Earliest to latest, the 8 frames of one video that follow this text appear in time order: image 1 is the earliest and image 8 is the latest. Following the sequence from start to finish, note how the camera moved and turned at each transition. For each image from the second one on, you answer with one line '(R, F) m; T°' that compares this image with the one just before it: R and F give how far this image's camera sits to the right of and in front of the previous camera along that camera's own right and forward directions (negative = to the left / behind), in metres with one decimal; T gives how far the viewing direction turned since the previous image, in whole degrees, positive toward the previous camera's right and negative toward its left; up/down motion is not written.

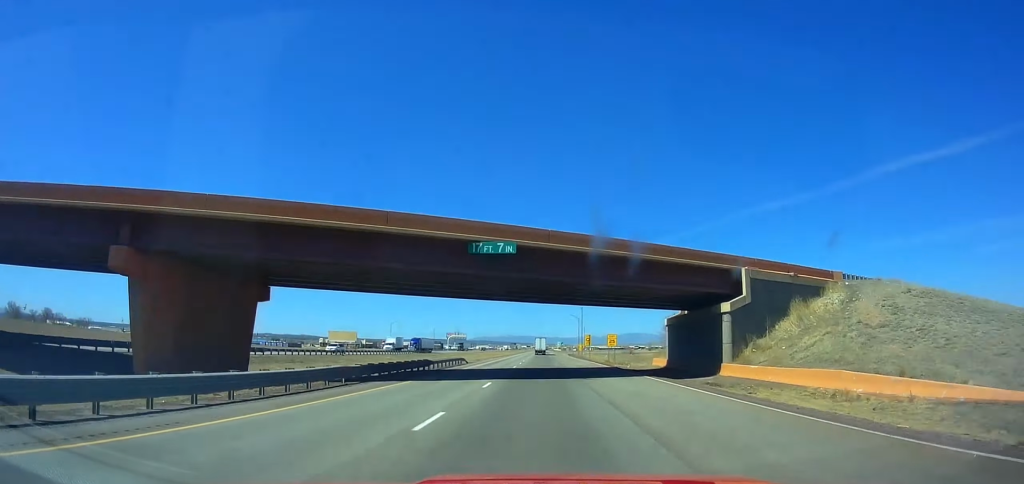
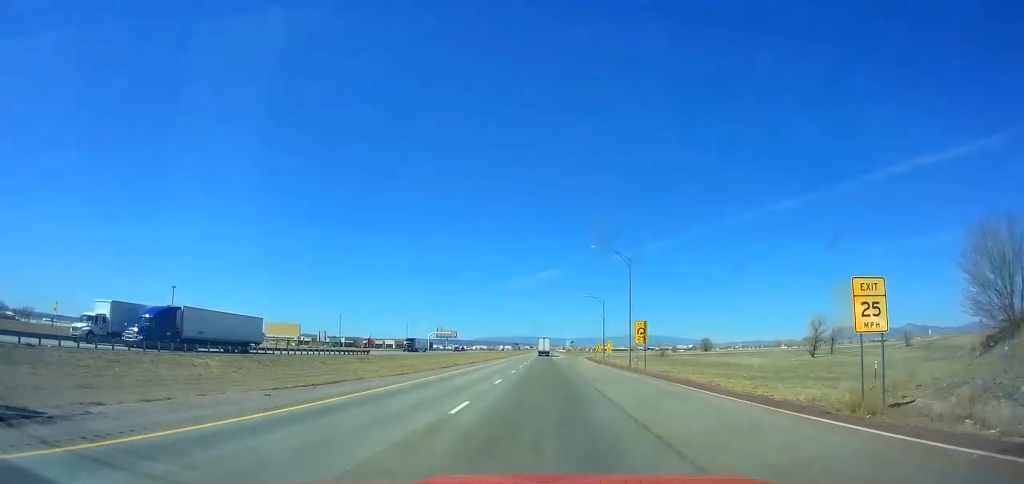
(+0.2, +57.7) m; 0°
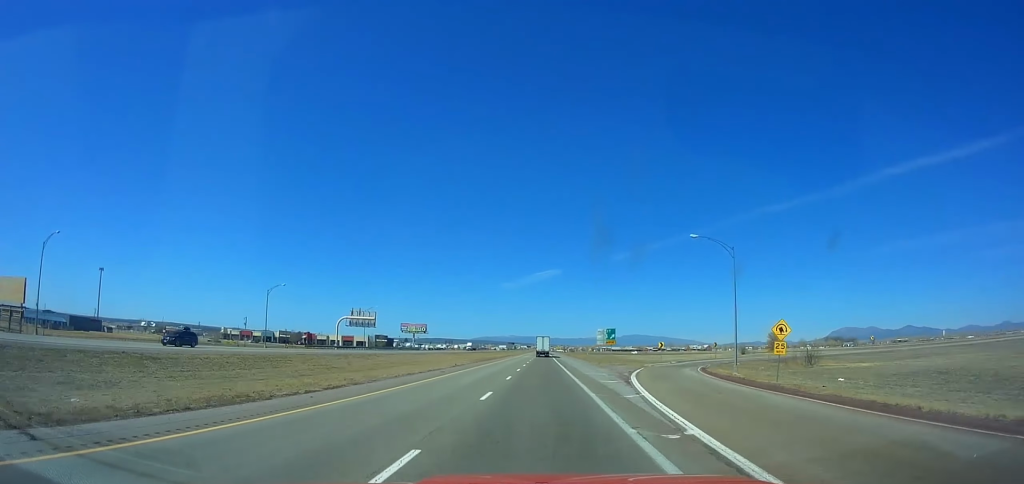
(-0.1, +103.7) m; 0°
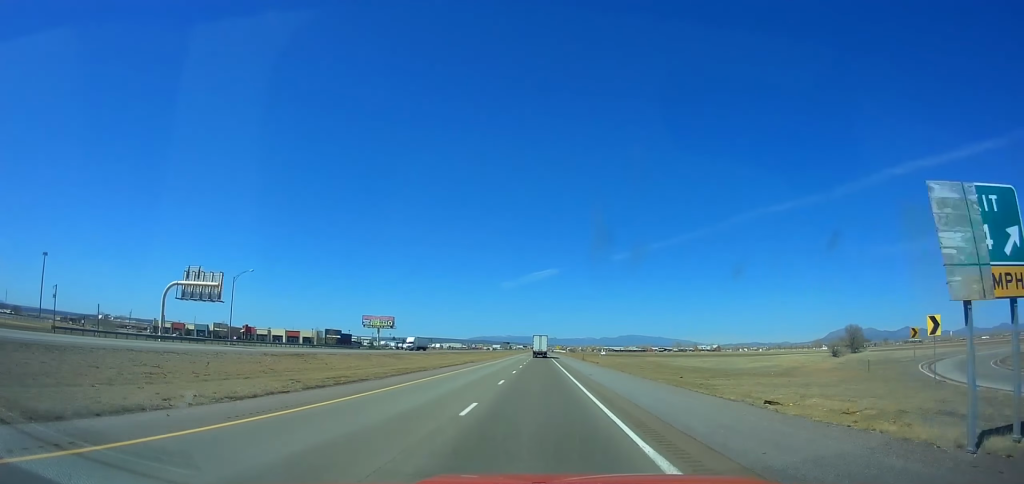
(+0.1, +63.8) m; 0°
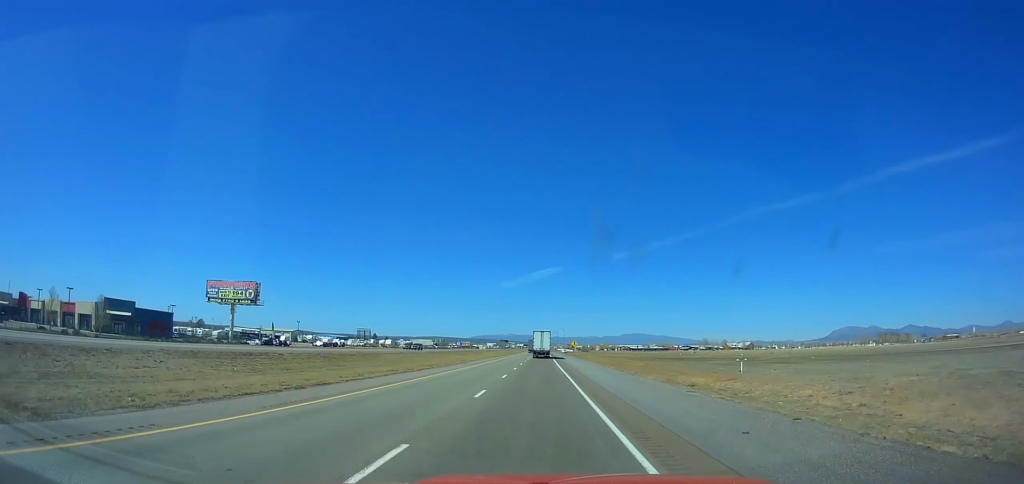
(+0.5, +126.1) m; 0°
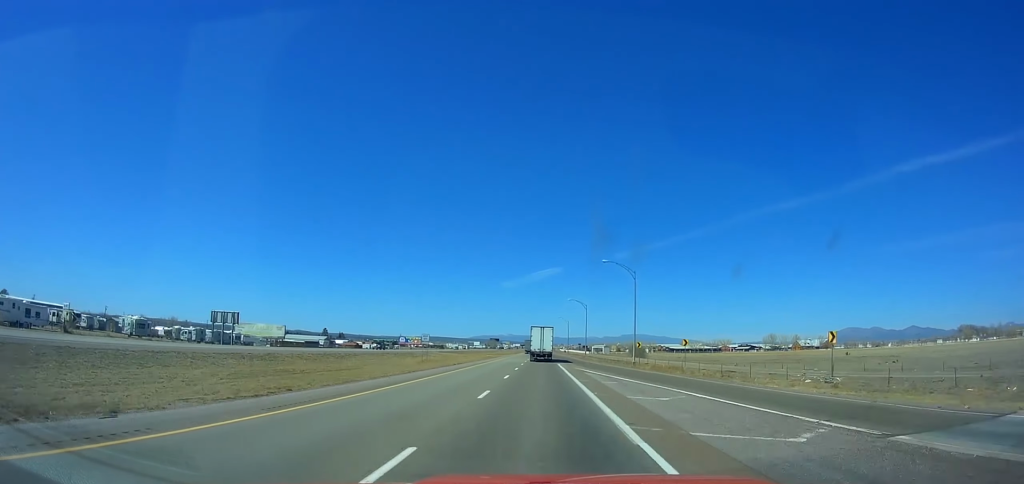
(-1.2, +206.6) m; 0°
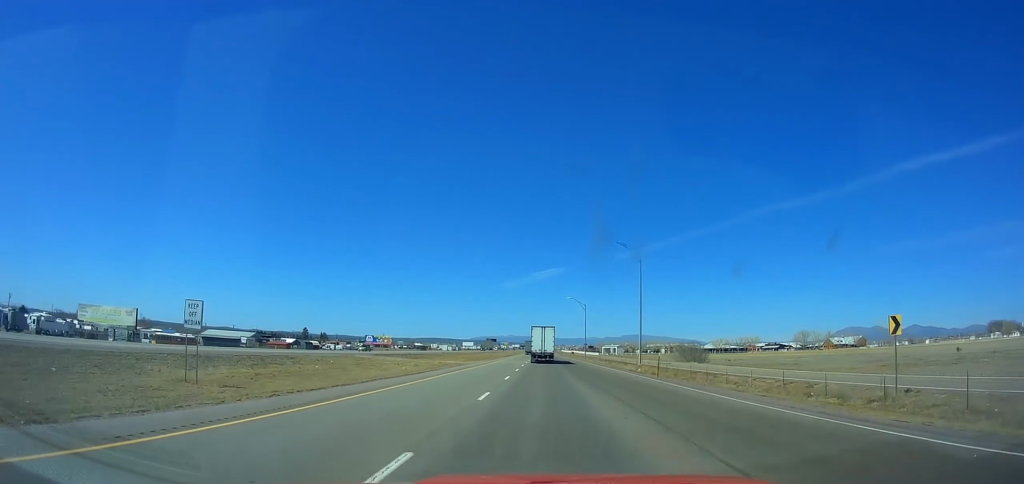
(+0.2, +62.6) m; 0°
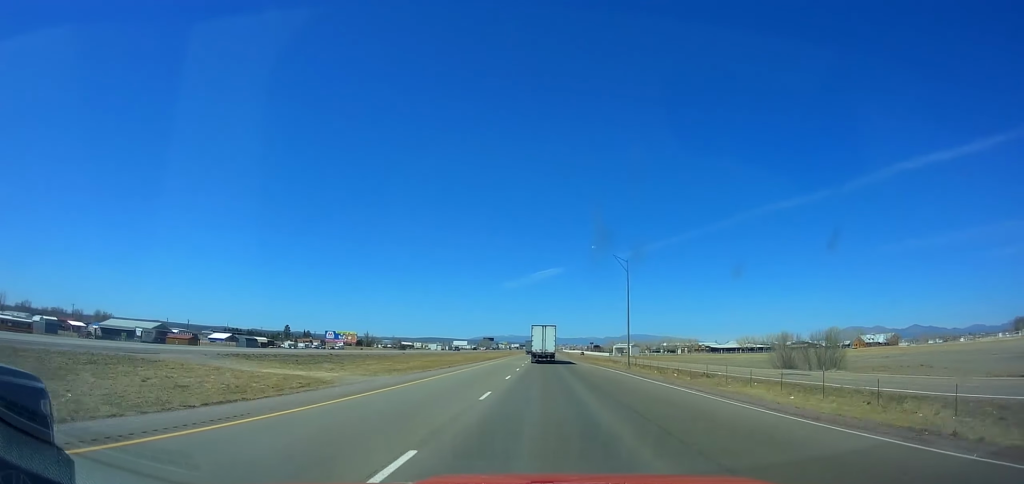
(+0.4, +49.0) m; 0°
